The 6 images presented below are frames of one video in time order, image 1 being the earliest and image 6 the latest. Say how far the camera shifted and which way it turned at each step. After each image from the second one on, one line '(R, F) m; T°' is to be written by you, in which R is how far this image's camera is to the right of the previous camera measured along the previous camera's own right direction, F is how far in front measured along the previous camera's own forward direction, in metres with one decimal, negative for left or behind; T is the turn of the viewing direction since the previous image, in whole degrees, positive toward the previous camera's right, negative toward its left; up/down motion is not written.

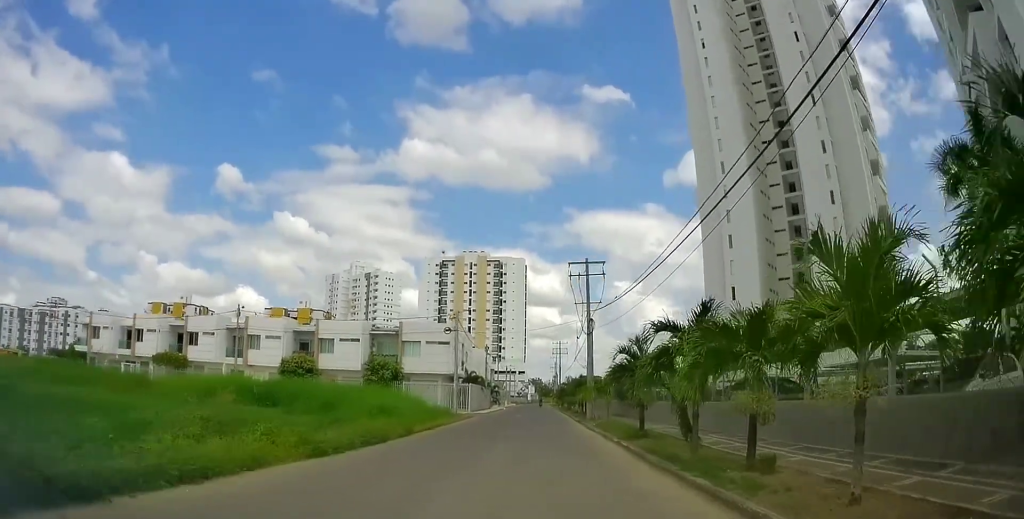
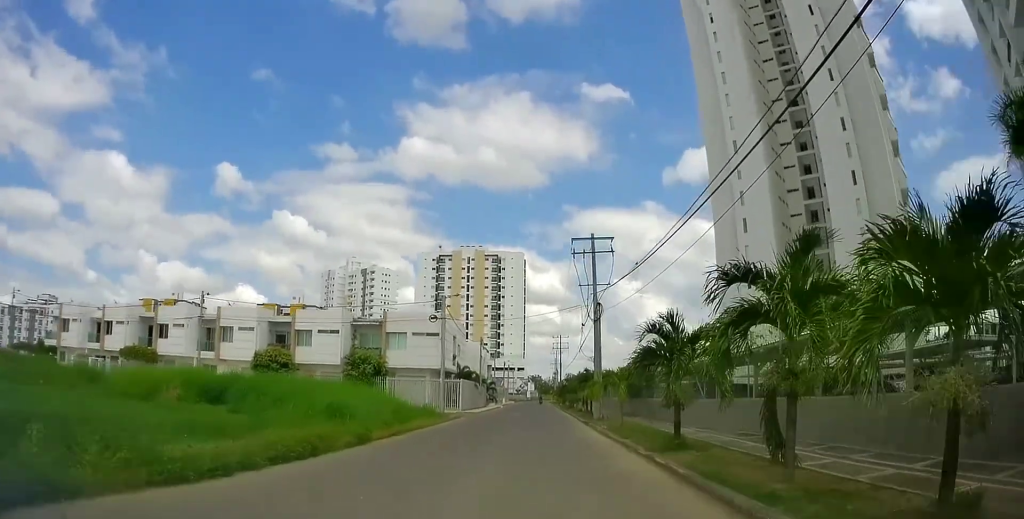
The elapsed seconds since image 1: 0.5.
(0.0, +5.3) m; 0°
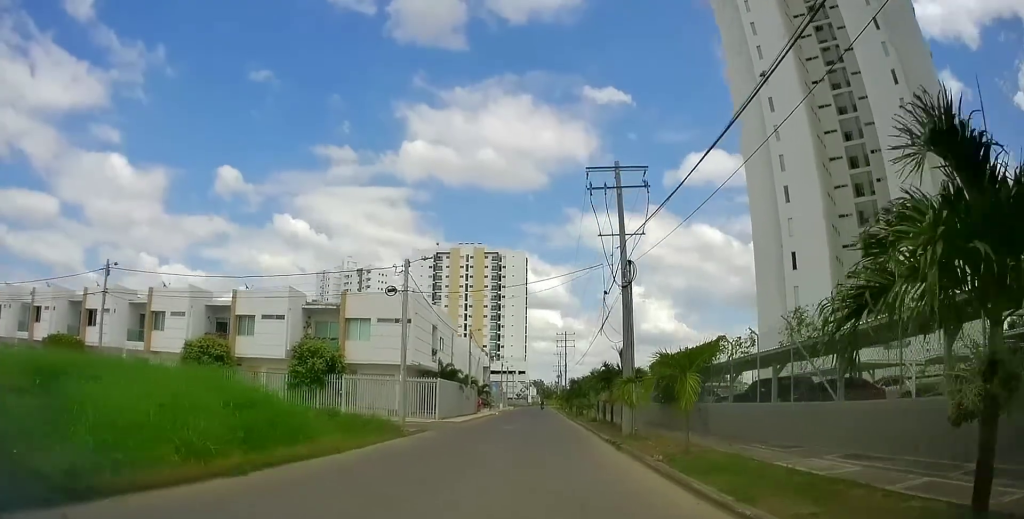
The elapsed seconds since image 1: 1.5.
(+0.1, +10.9) m; +1°
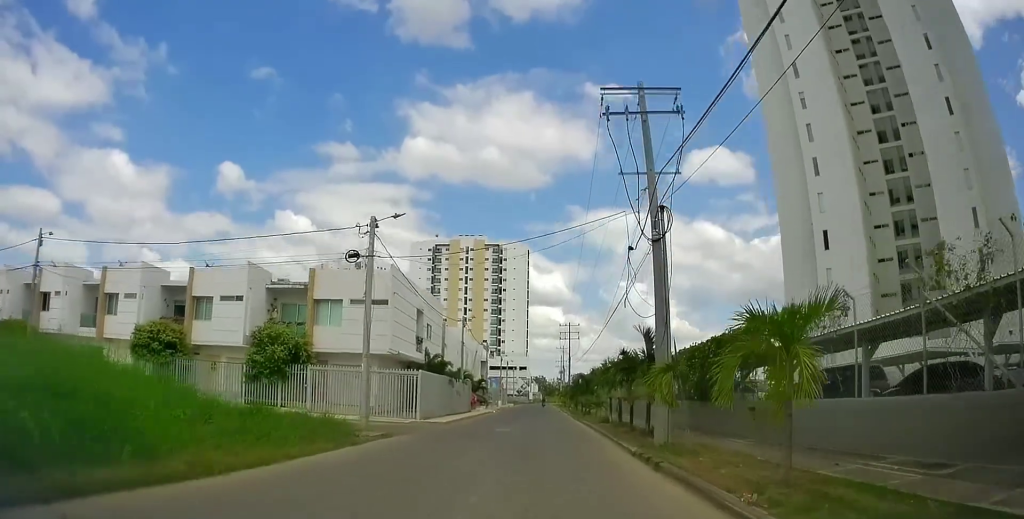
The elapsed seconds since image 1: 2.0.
(+0.1, +6.0) m; 0°
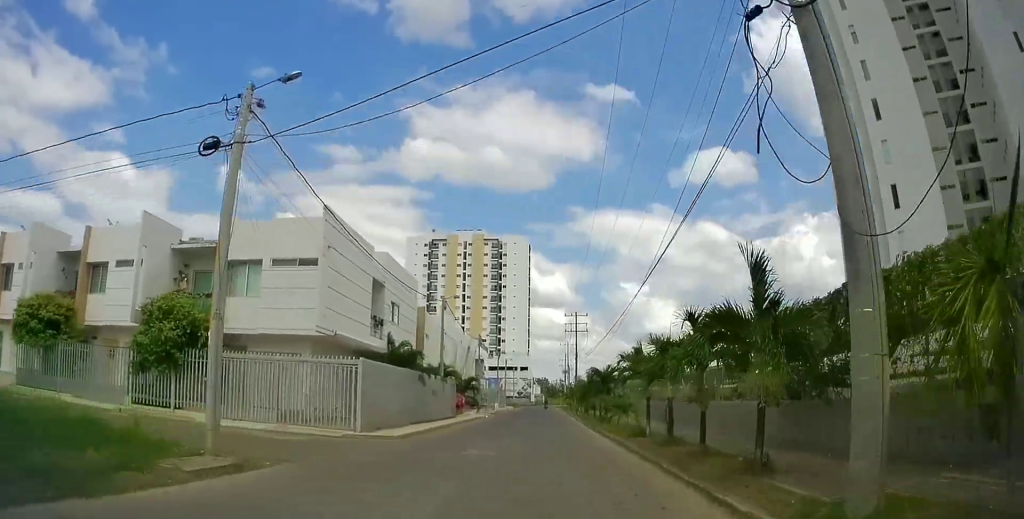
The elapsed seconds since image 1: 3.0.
(-0.1, +10.2) m; -1°
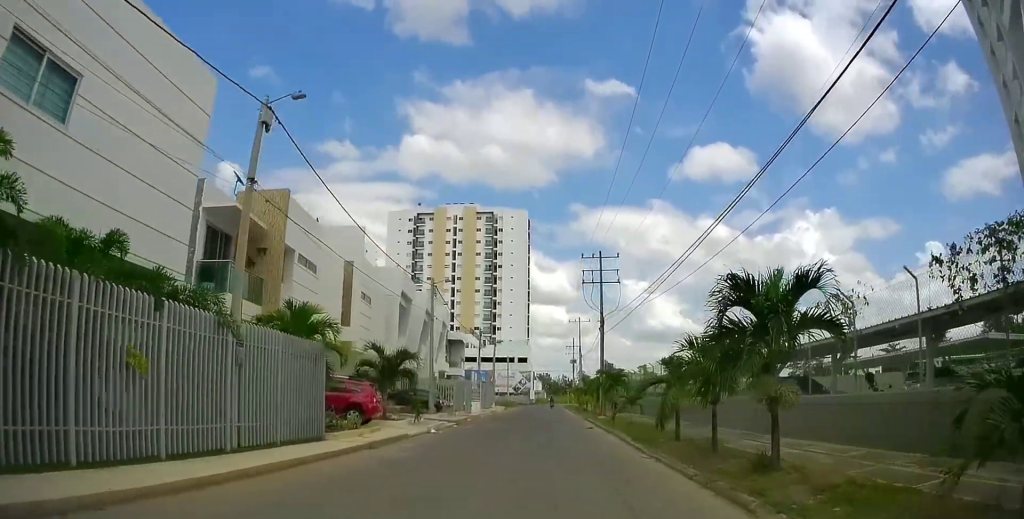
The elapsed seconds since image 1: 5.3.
(+0.5, +24.3) m; +1°
